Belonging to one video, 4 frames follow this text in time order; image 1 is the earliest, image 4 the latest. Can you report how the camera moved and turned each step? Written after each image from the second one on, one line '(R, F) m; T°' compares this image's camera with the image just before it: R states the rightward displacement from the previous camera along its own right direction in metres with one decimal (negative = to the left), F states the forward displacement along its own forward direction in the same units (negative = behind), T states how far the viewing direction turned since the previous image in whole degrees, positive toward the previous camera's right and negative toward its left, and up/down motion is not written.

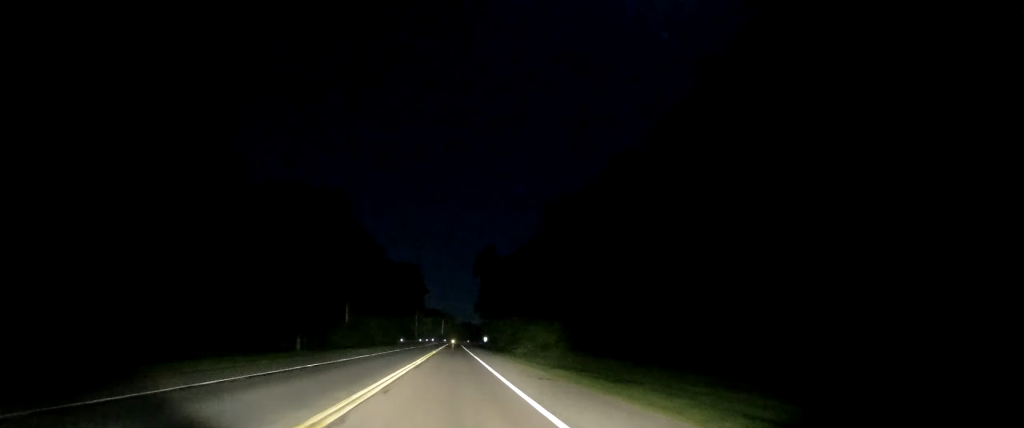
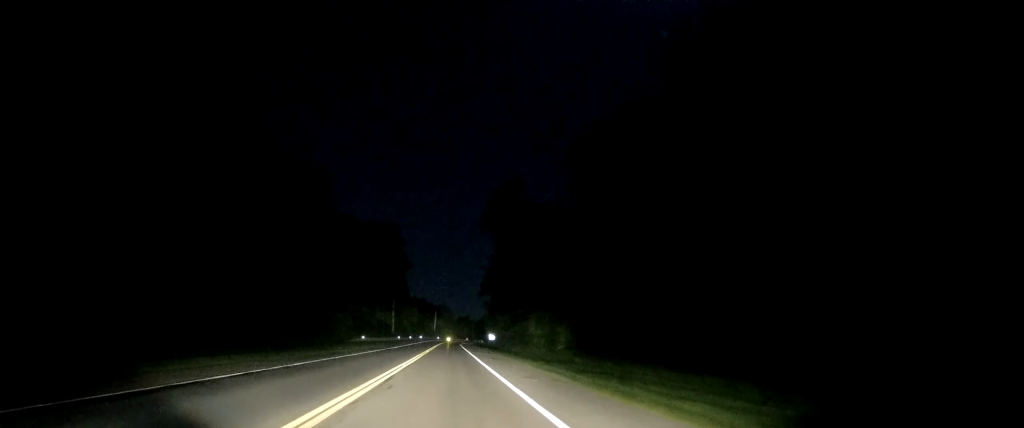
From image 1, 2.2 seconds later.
(-0.7, +55.4) m; -2°
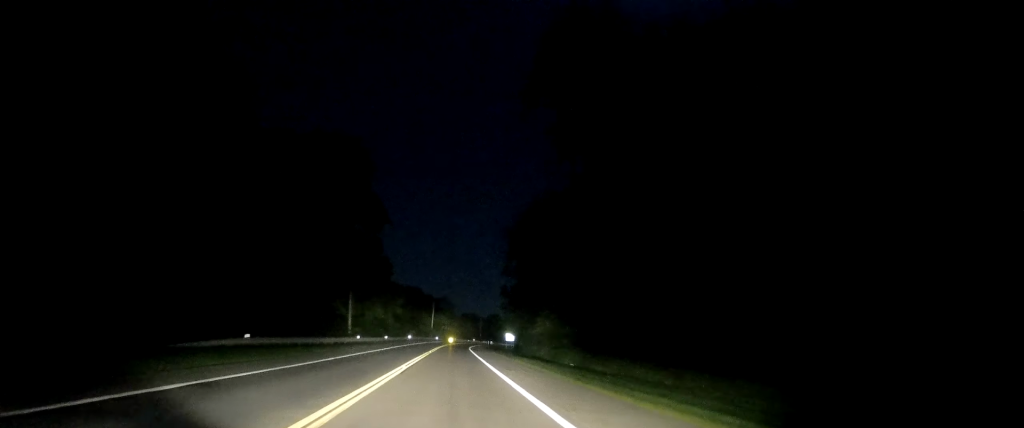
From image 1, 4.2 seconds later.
(0.0, +49.8) m; +1°
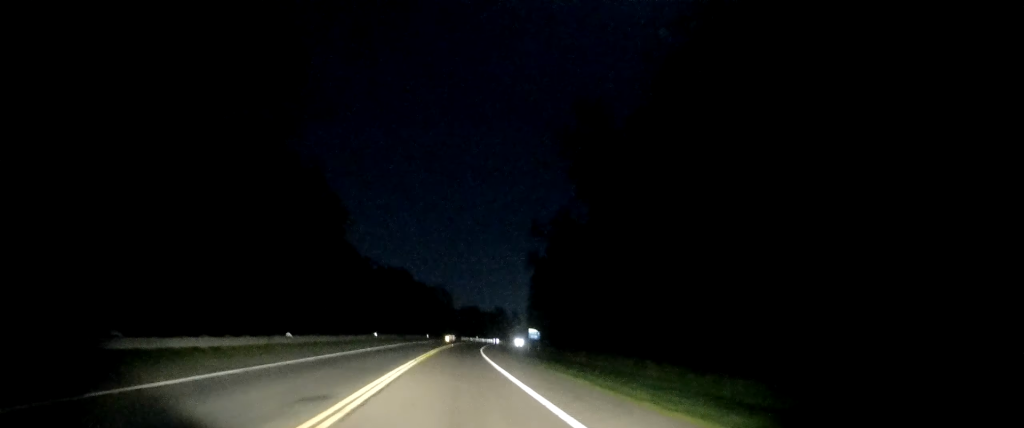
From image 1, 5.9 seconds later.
(+1.1, +44.1) m; +1°
